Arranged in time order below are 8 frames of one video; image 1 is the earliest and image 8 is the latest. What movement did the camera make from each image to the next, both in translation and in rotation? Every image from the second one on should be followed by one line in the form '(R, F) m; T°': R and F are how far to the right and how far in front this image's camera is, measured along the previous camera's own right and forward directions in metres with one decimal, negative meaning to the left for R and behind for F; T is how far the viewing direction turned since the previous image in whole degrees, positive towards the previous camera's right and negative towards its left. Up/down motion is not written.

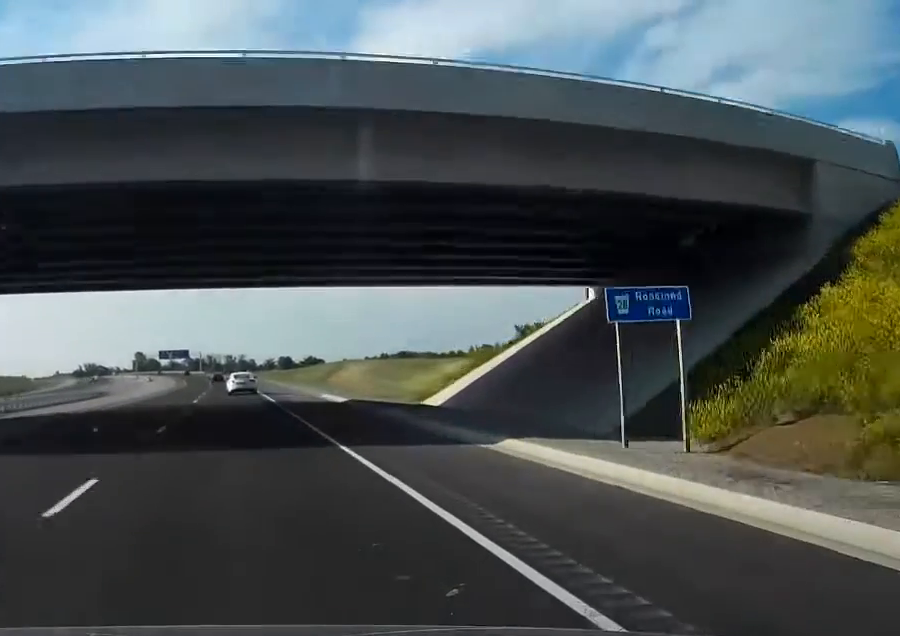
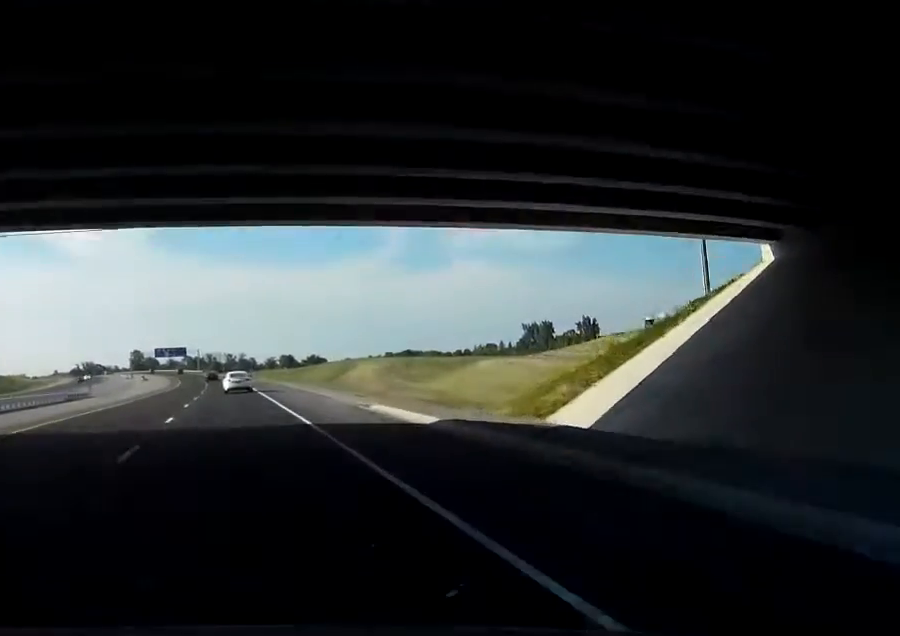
(0.0, +18.7) m; 0°
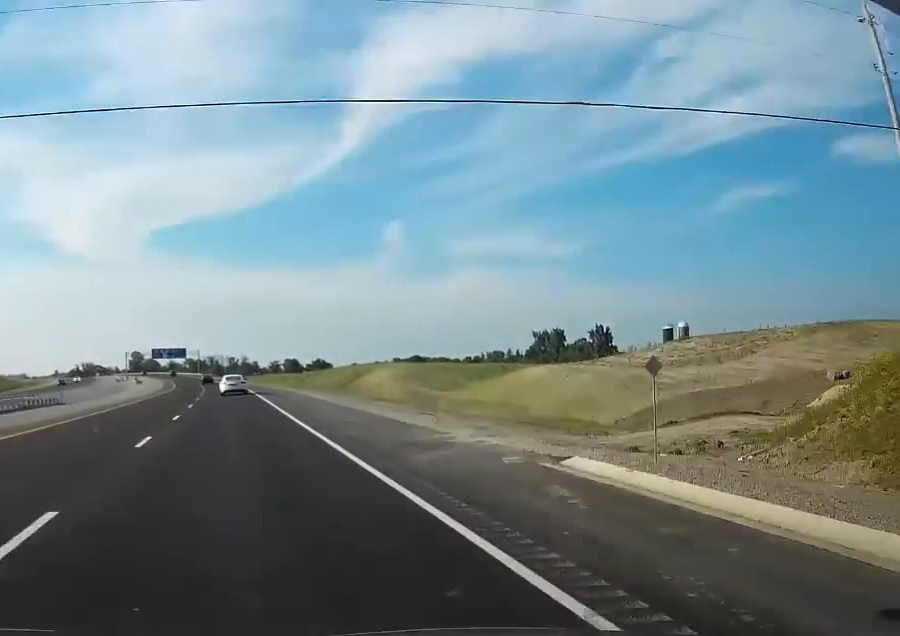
(0.0, +19.8) m; 0°
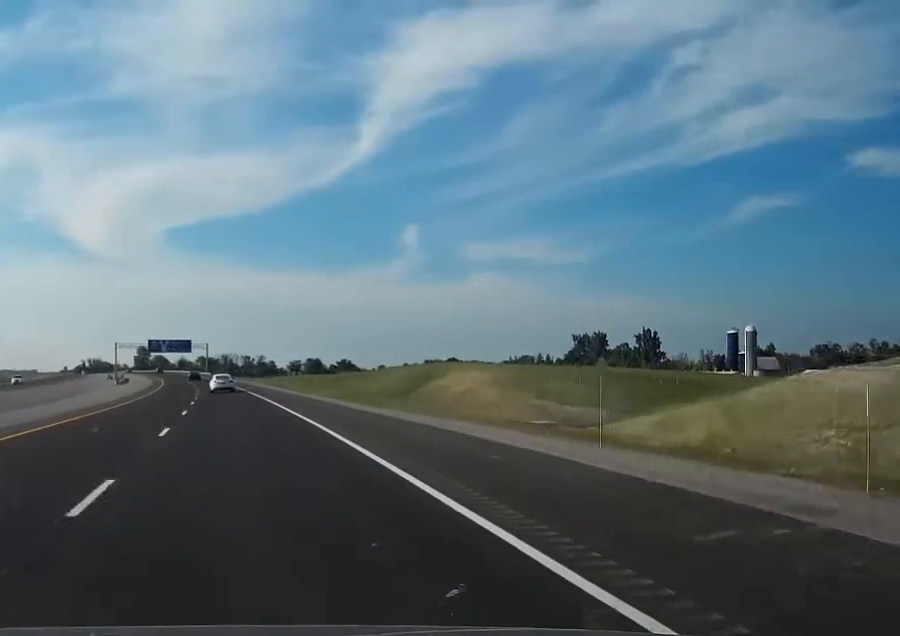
(-0.2, +57.5) m; -1°
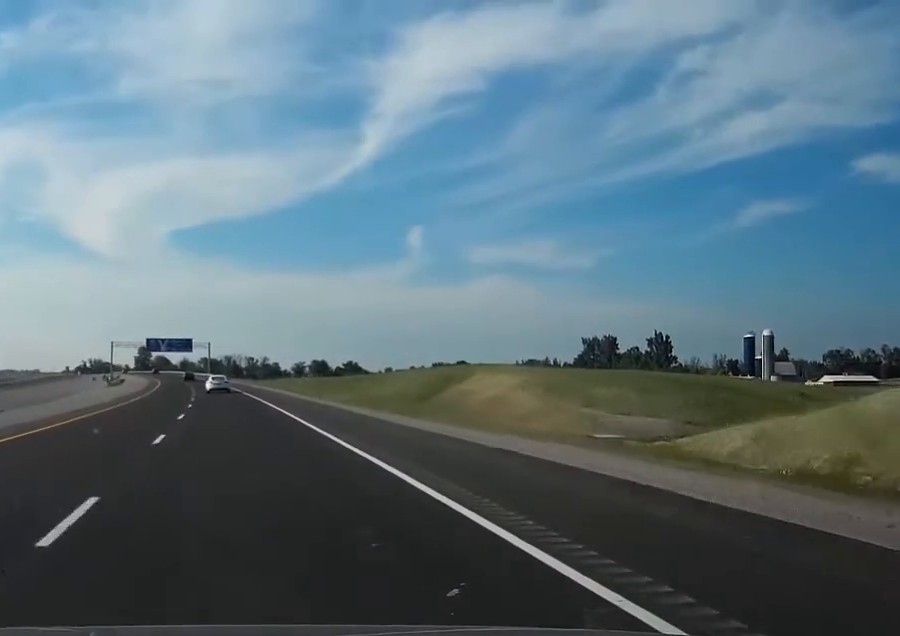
(0.0, +13.6) m; 0°
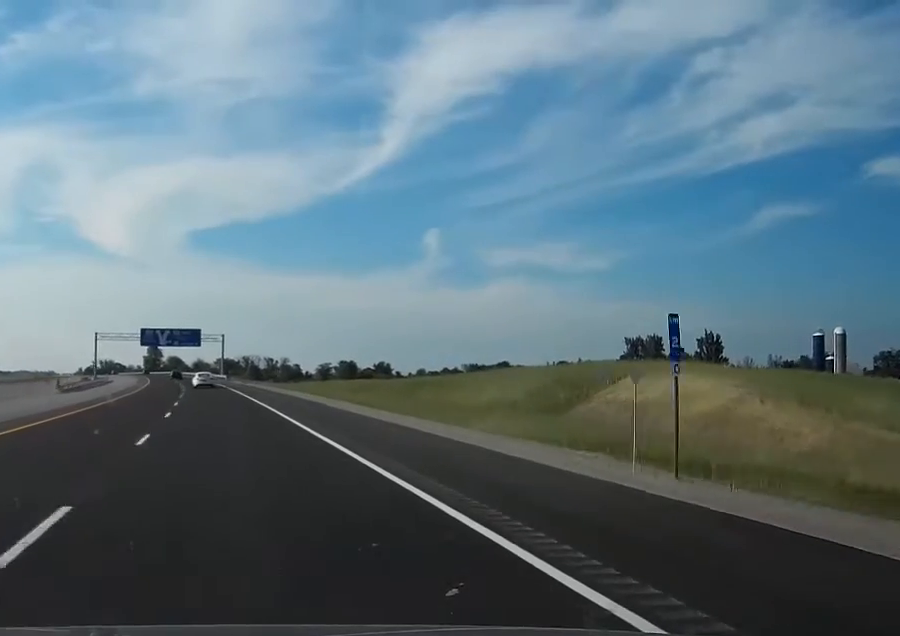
(-0.4, +48.9) m; -1°
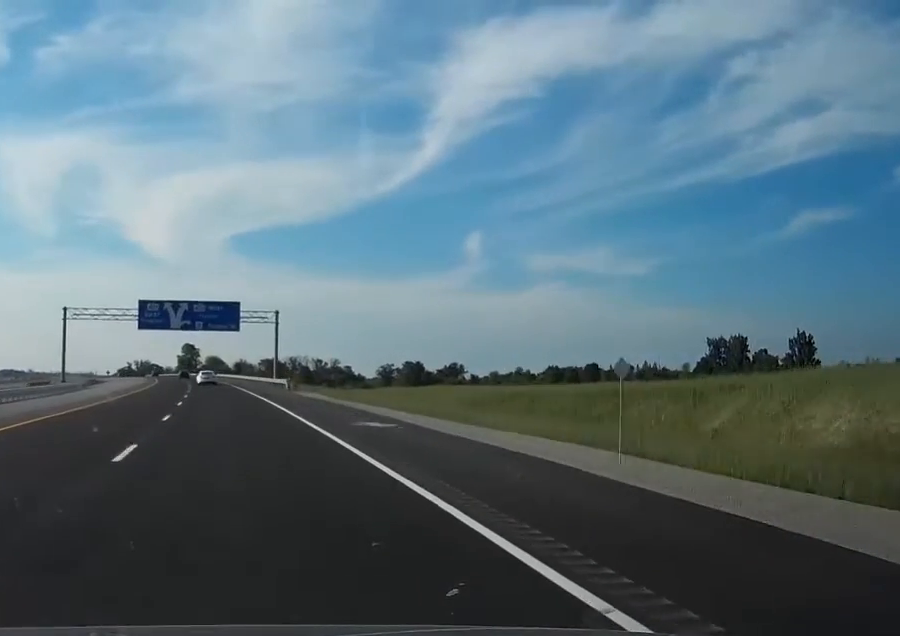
(-1.7, +64.1) m; -3°
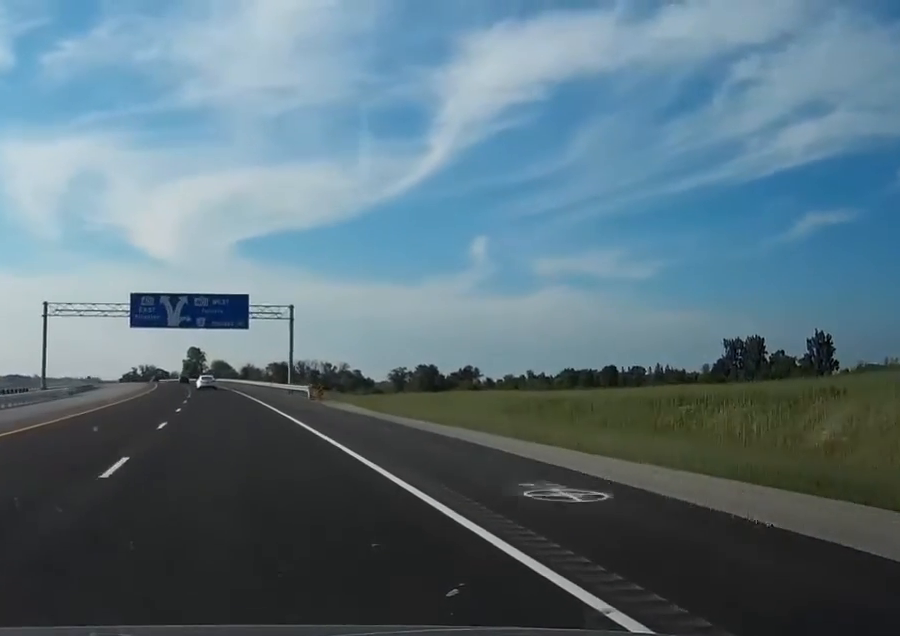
(-0.1, +13.4) m; 0°
